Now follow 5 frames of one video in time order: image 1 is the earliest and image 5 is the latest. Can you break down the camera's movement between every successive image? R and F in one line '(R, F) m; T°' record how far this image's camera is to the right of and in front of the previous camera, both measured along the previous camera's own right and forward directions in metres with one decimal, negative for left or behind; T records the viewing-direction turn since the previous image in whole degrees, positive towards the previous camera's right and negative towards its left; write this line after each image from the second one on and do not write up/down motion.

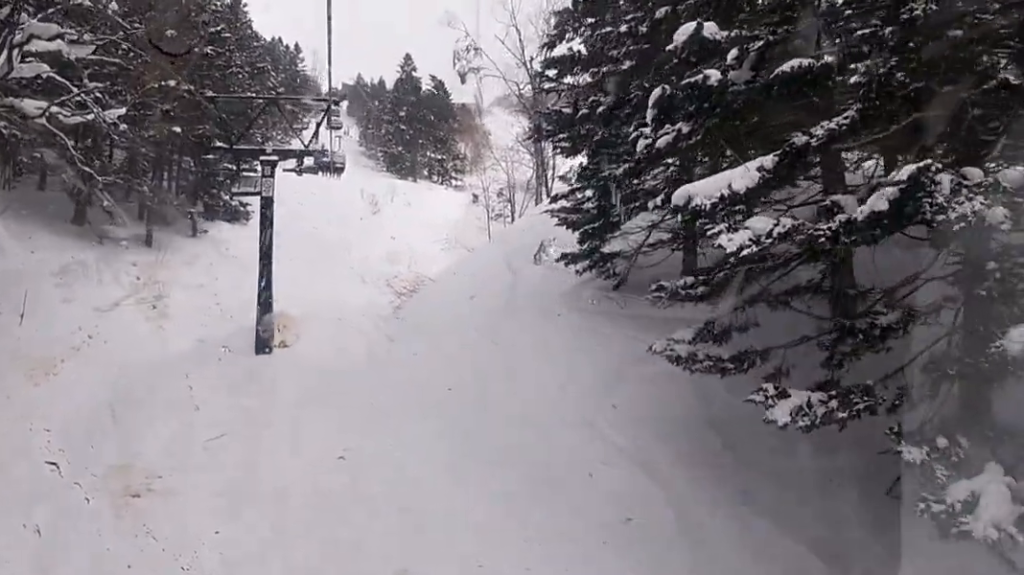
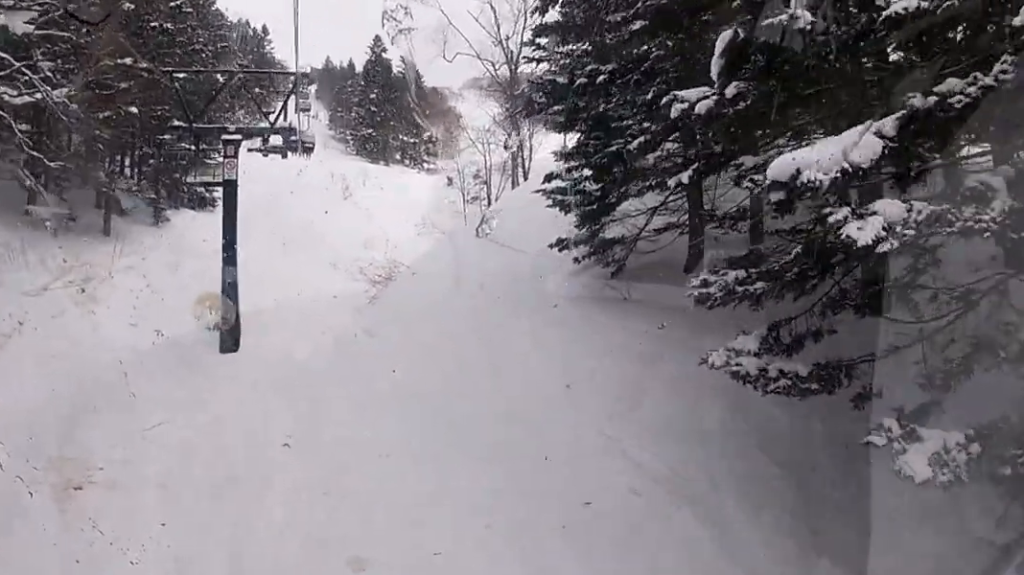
(0.0, +2.0) m; 0°
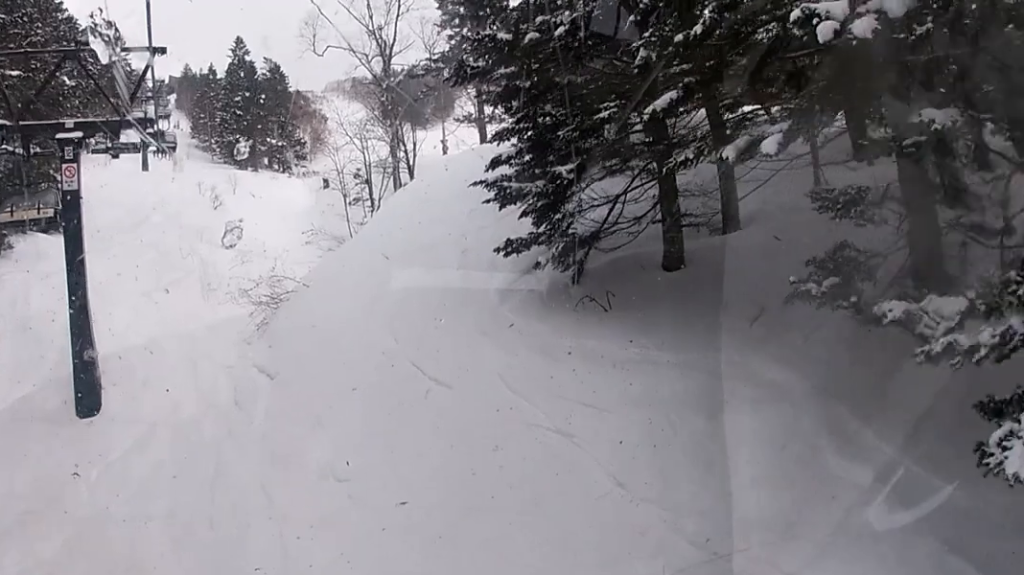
(0.0, +4.4) m; 0°
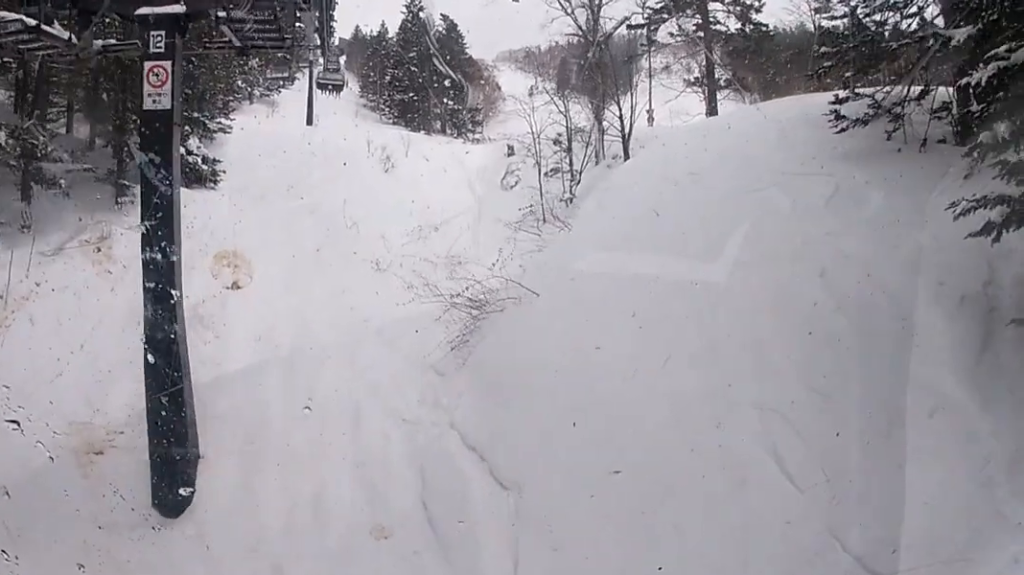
(0.0, +8.5) m; 0°
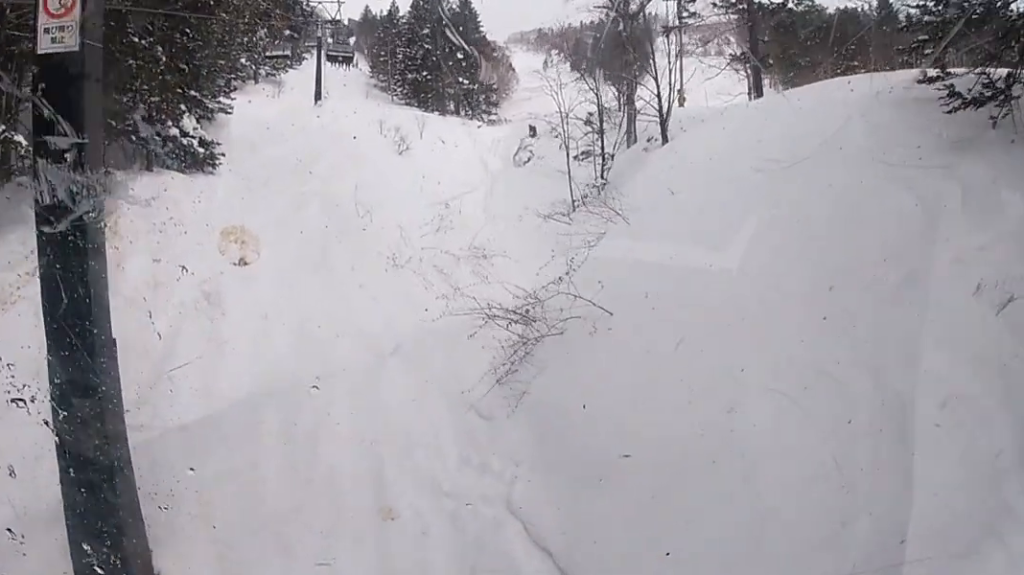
(0.0, +3.5) m; -2°
